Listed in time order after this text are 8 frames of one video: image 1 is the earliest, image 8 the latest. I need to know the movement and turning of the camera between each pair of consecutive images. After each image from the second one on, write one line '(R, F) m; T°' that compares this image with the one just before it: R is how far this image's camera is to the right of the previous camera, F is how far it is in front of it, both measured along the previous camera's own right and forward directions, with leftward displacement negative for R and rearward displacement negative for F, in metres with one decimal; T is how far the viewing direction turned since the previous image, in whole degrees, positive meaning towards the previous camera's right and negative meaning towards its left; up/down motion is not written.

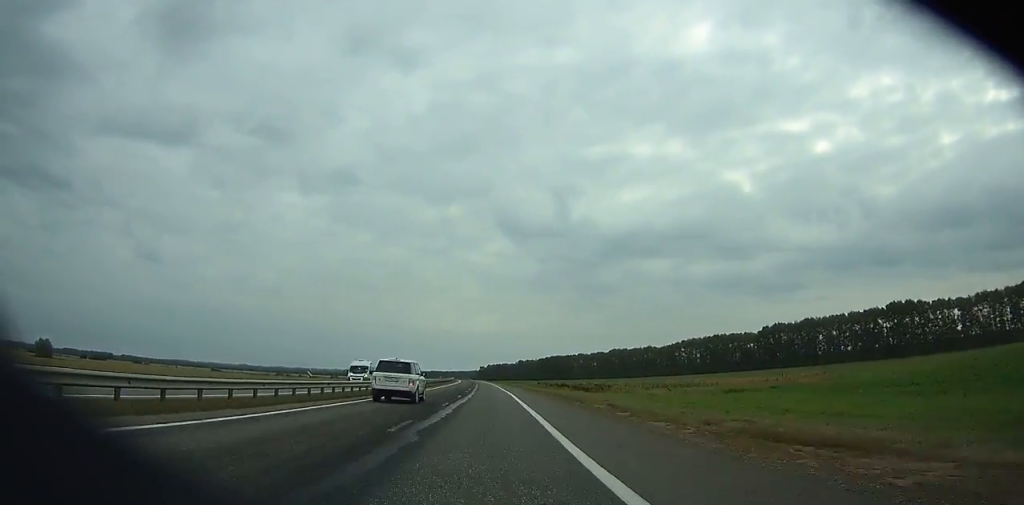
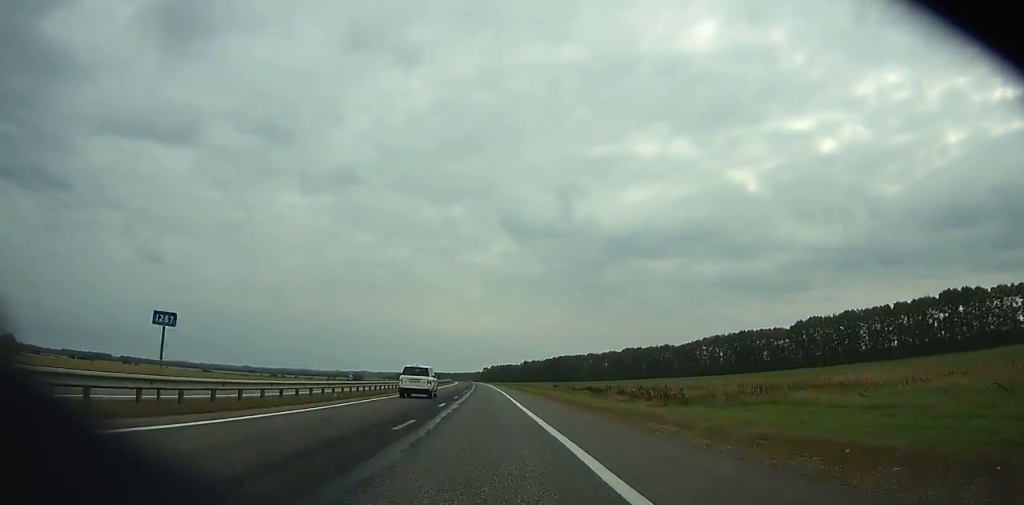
(0.0, +36.2) m; -1°
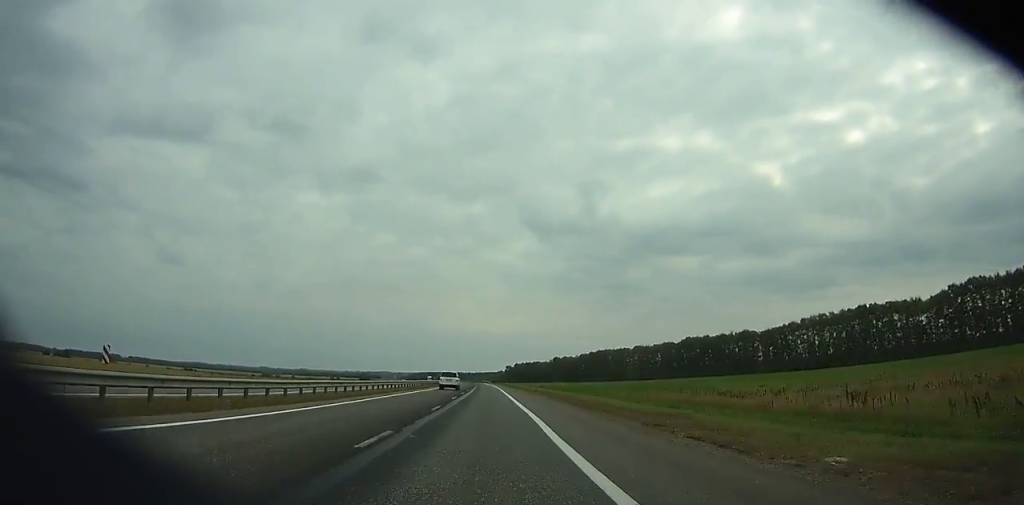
(-2.1, +99.6) m; -2°
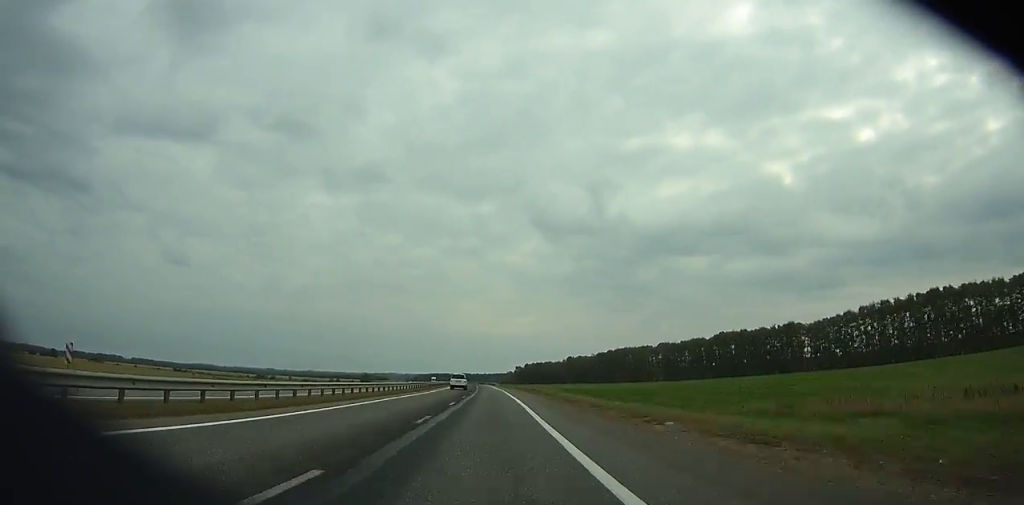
(-0.3, +41.5) m; -1°
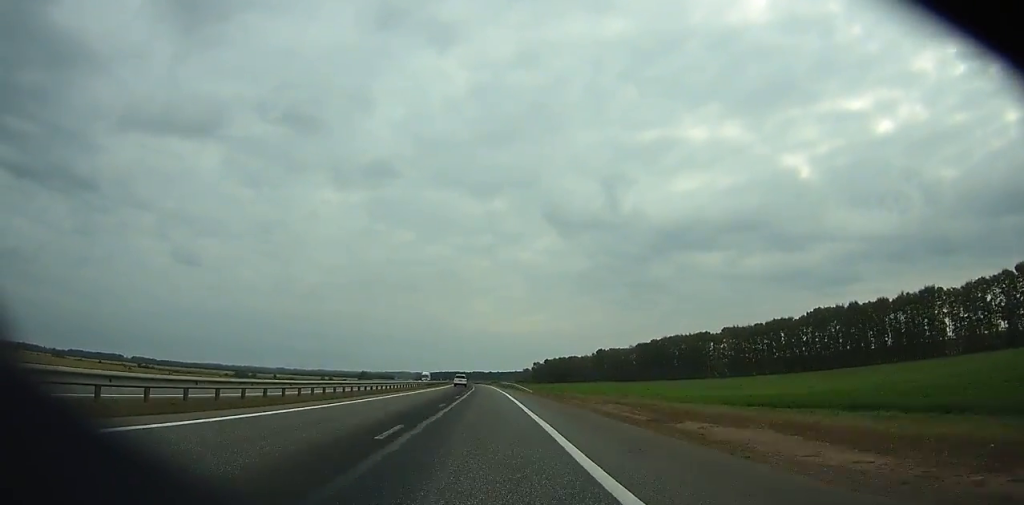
(-1.2, +88.4) m; -2°
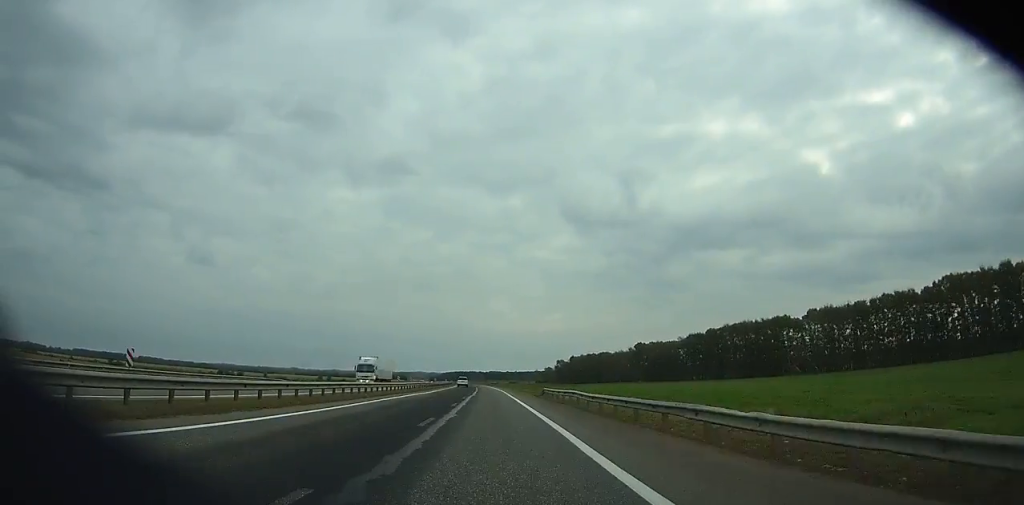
(-0.9, +69.4) m; -1°
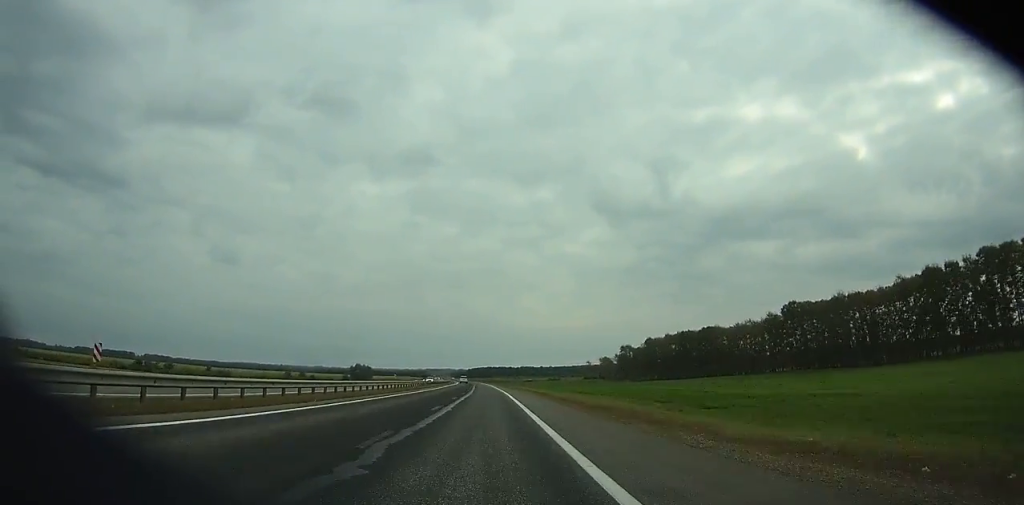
(-4.5, +160.0) m; -3°
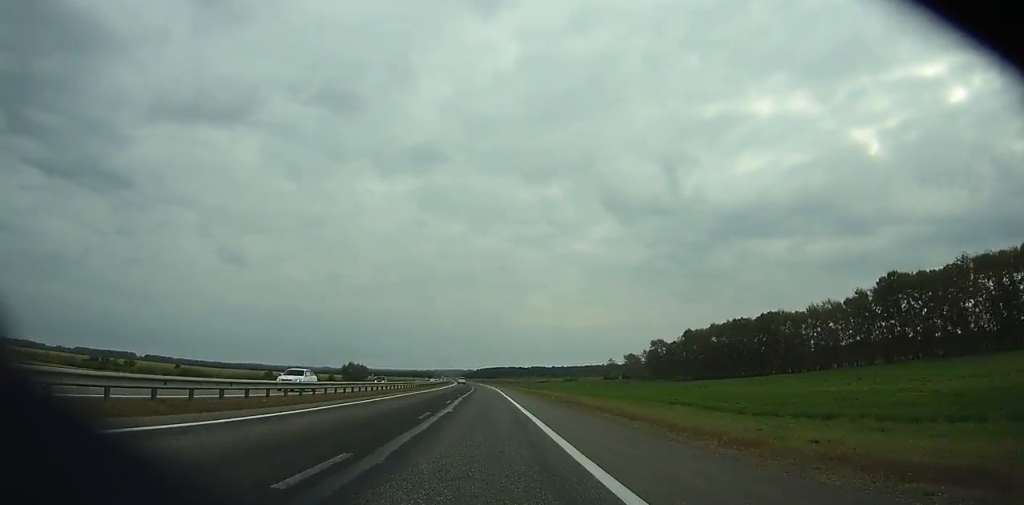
(-0.3, +51.0) m; -1°
